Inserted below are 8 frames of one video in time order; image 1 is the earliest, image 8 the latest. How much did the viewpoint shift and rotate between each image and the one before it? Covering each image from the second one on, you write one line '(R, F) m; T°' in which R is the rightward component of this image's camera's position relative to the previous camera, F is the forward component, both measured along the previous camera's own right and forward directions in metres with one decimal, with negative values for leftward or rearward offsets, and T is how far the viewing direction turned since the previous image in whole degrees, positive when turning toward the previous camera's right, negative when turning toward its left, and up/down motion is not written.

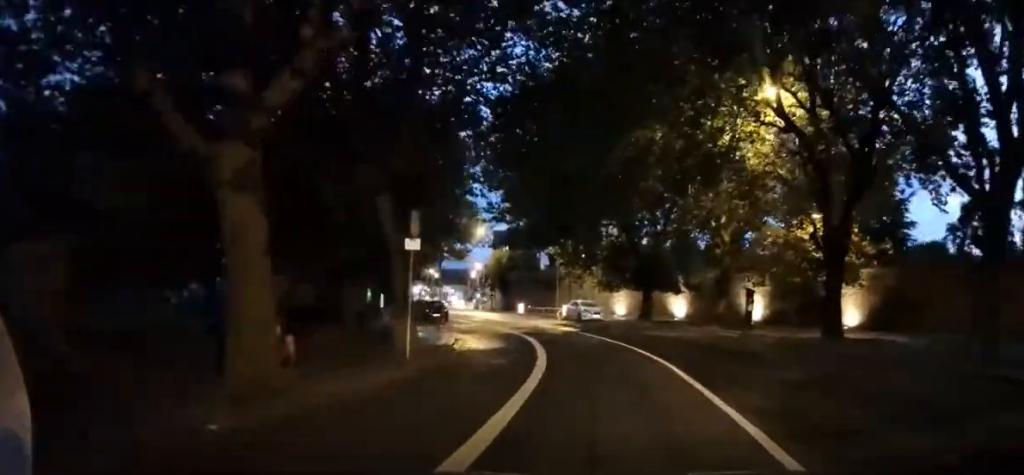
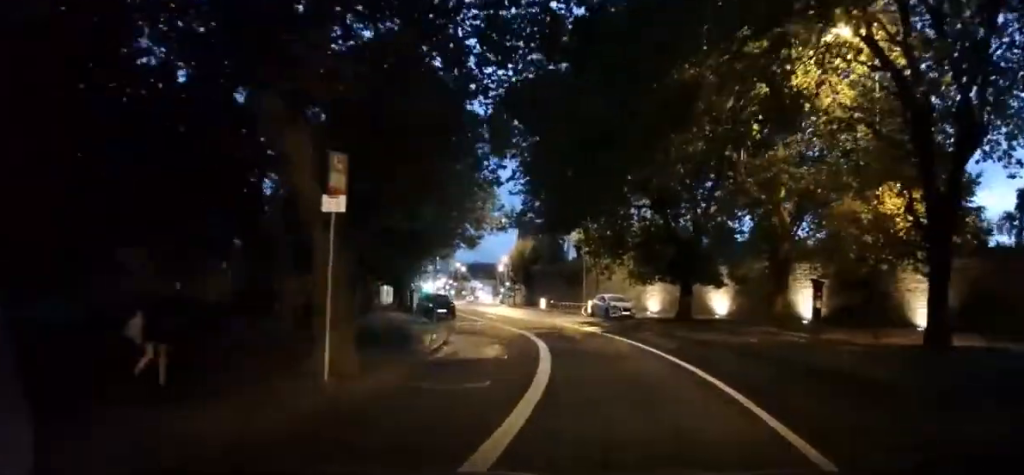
(0.0, +5.4) m; 0°
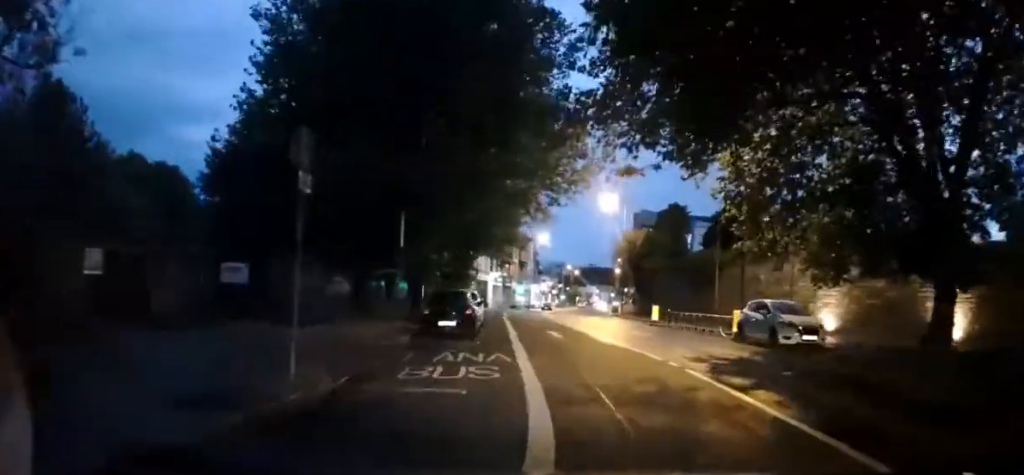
(0.0, +17.2) m; 0°
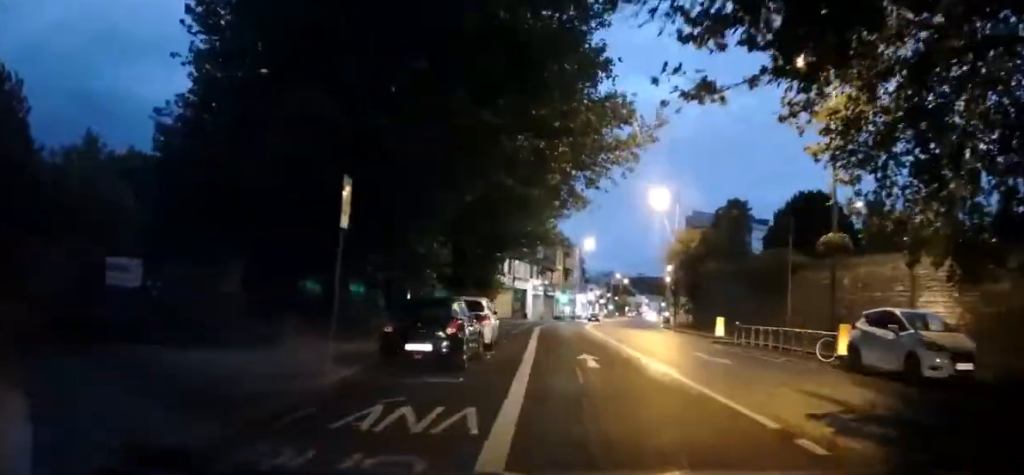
(0.0, +6.3) m; 0°
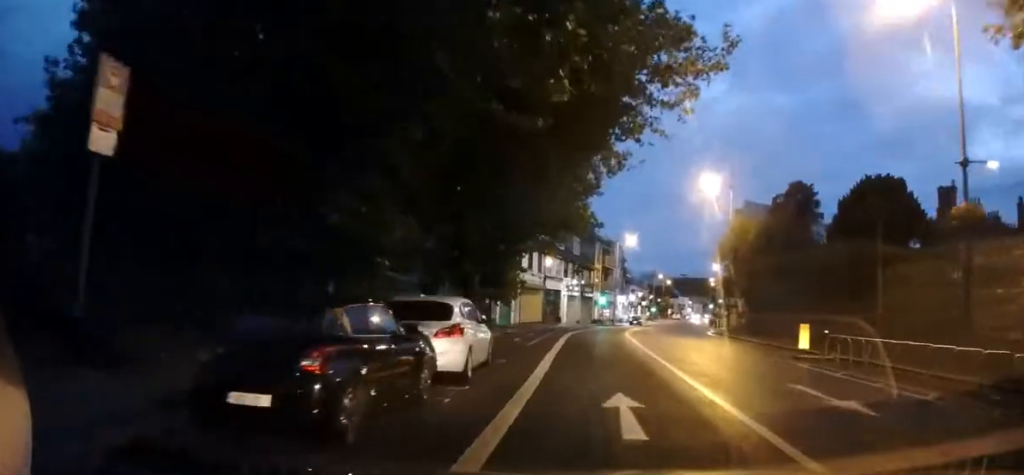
(0.0, +6.8) m; 0°
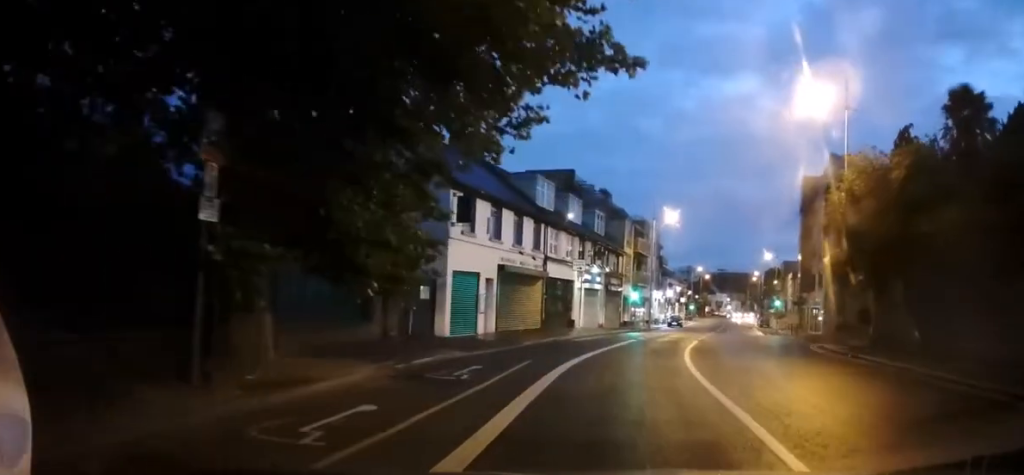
(0.0, +17.6) m; -2°
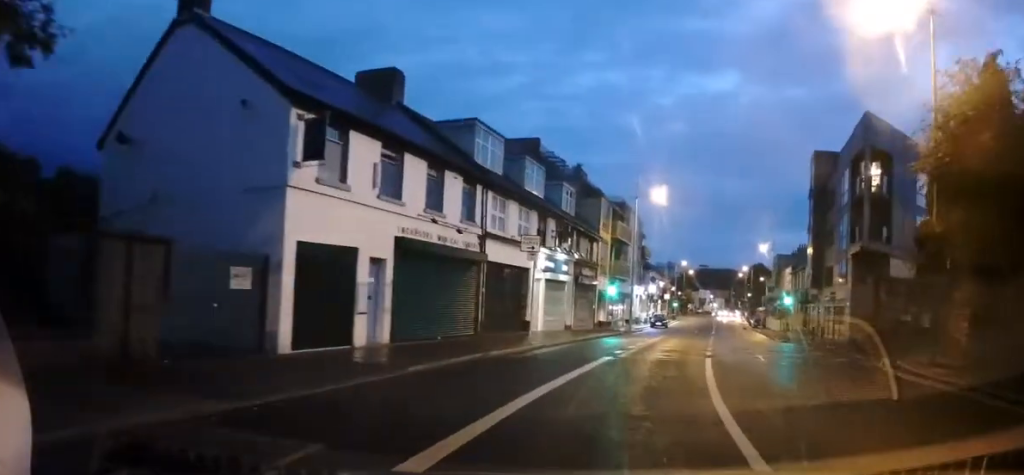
(0.0, +9.8) m; -6°
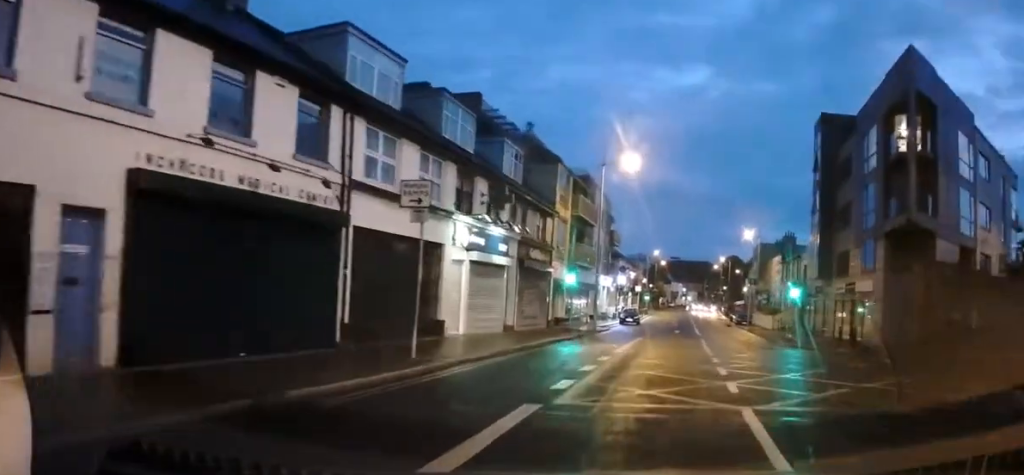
(-1.0, +9.3) m; -3°
